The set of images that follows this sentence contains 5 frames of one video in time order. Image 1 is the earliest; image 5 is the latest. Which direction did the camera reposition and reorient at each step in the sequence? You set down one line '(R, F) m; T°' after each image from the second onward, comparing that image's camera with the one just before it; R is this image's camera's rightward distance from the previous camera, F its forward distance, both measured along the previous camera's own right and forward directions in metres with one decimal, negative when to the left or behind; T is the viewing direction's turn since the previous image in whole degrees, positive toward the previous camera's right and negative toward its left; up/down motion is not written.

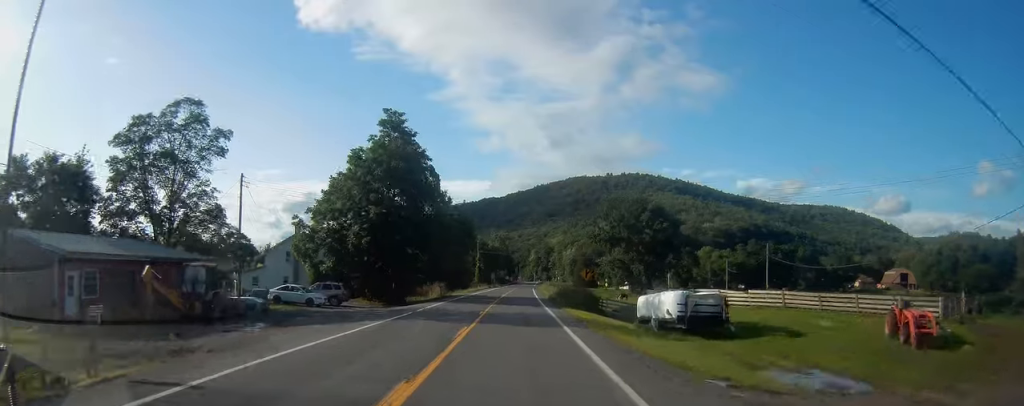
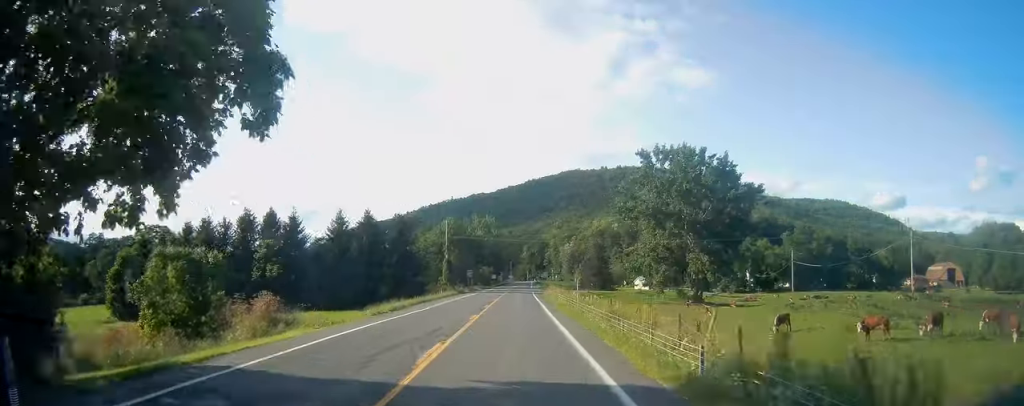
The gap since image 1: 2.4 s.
(+0.5, +51.6) m; +1°
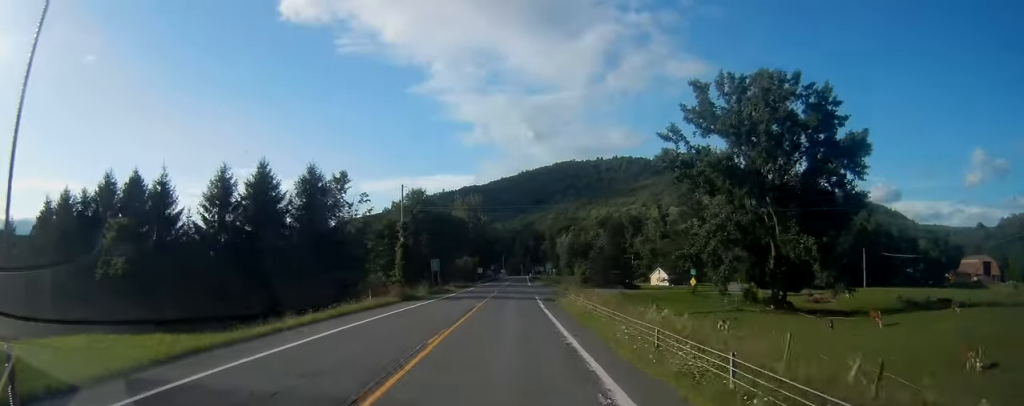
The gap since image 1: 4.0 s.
(+0.1, +33.9) m; 0°
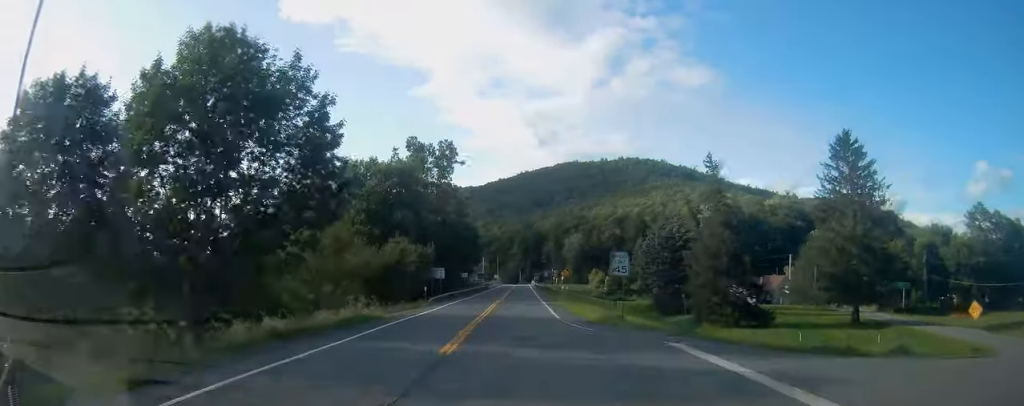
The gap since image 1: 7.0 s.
(+0.6, +61.8) m; +1°
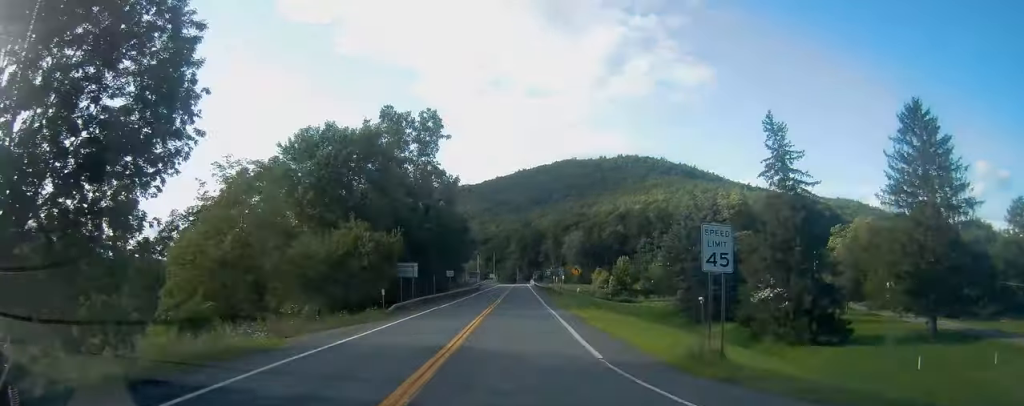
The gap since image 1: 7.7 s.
(0.0, +14.5) m; 0°
